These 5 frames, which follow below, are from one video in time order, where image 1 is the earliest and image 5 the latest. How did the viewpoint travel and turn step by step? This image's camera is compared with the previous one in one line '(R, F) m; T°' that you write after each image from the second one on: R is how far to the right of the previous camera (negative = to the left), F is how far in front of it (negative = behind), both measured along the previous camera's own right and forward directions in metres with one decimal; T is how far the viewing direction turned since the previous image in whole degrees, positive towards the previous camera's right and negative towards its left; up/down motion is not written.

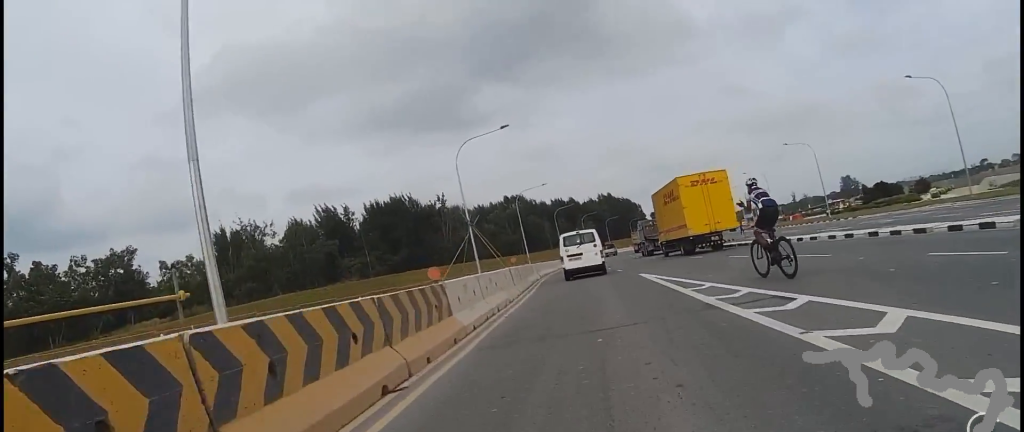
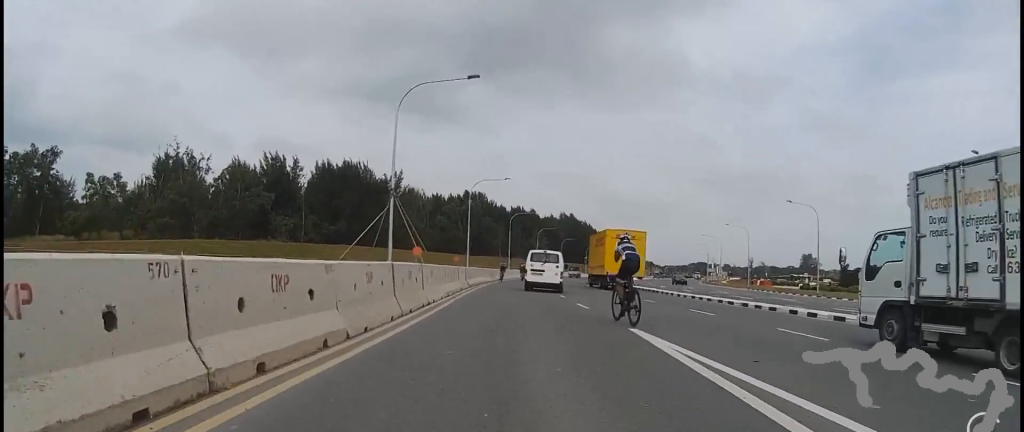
(0.0, +9.0) m; +6°
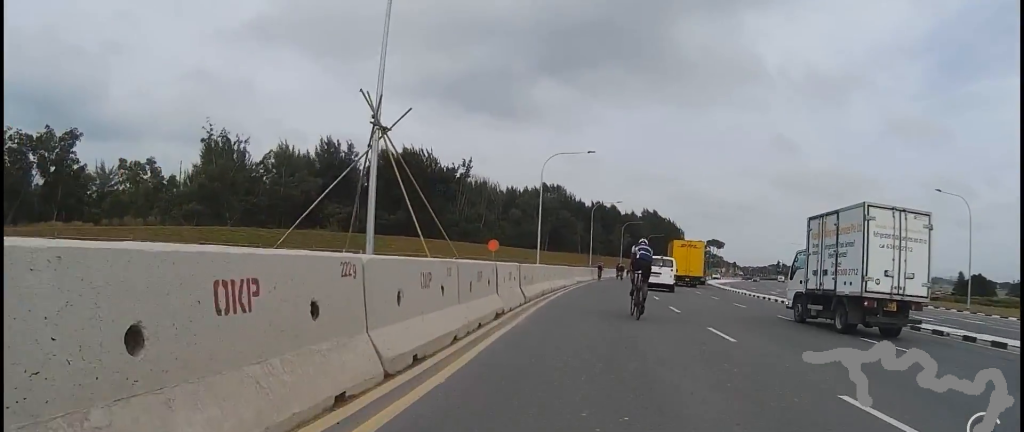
(+1.9, +11.9) m; +5°
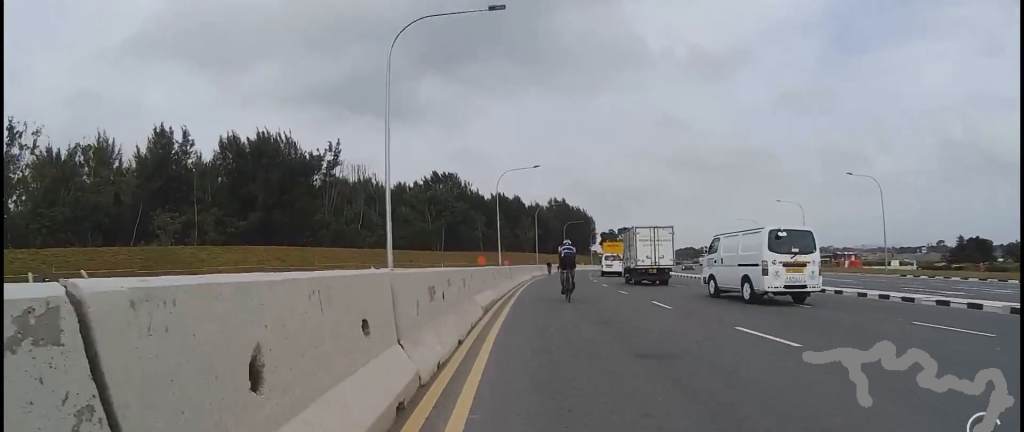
(-1.3, +22.0) m; 0°
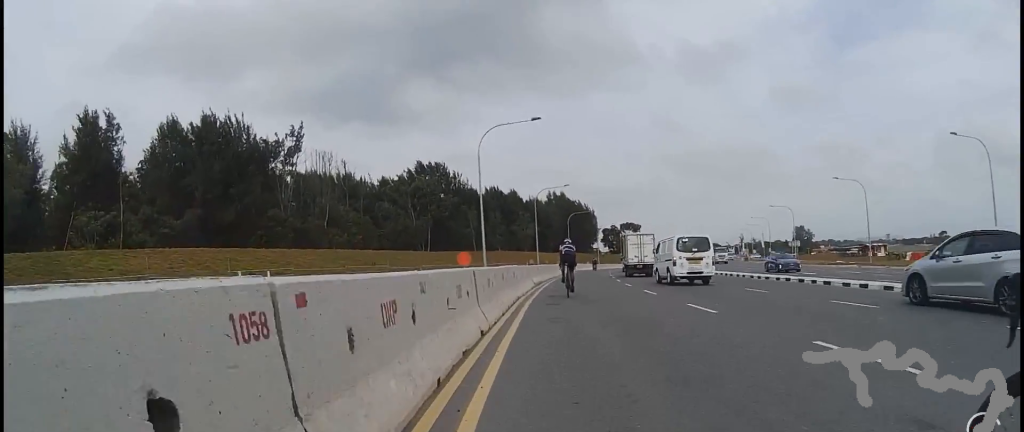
(+2.1, +14.4) m; +10°
